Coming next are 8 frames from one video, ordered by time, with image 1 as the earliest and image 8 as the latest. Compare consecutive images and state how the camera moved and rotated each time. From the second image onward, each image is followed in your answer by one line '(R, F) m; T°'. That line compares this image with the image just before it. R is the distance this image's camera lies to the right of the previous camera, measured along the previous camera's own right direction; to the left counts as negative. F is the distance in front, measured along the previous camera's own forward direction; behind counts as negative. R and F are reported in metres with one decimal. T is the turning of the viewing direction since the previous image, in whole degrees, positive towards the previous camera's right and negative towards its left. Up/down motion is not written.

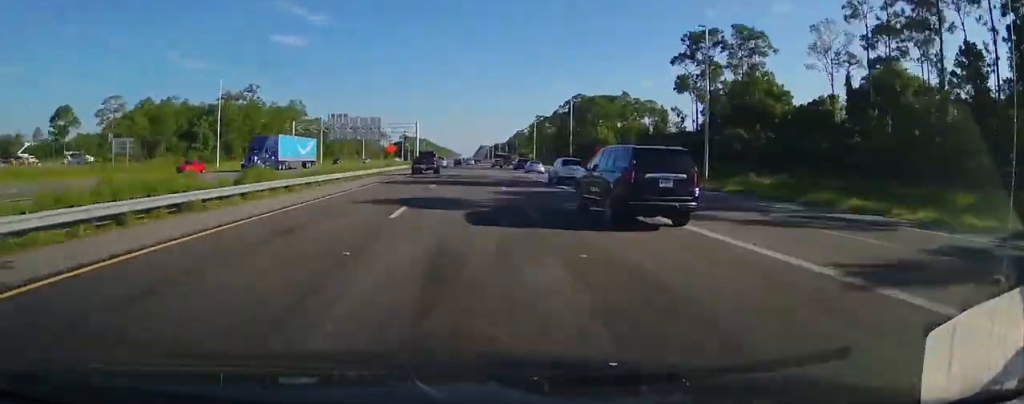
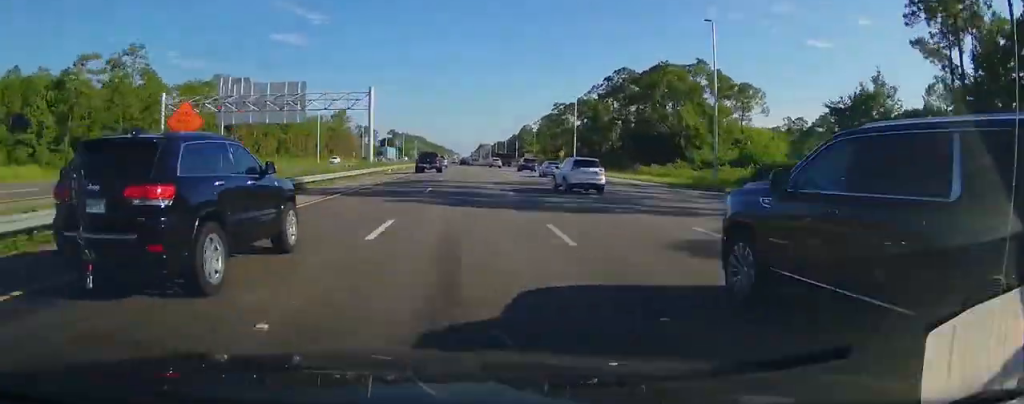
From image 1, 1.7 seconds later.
(+0.5, +59.8) m; 0°
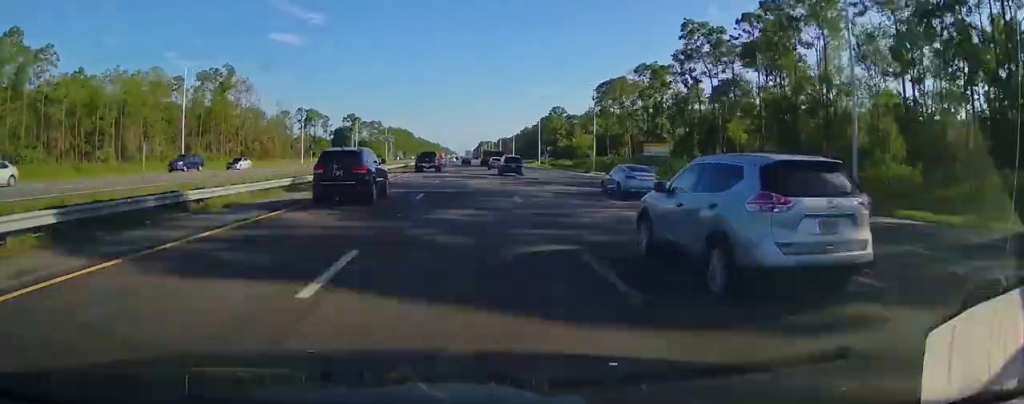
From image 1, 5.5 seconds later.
(-0.8, +128.3) m; 0°
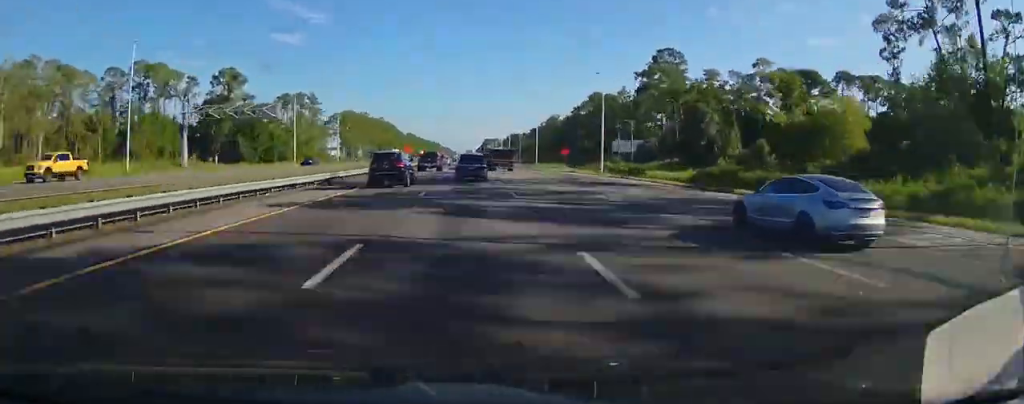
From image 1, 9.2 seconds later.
(+0.3, +127.0) m; 0°
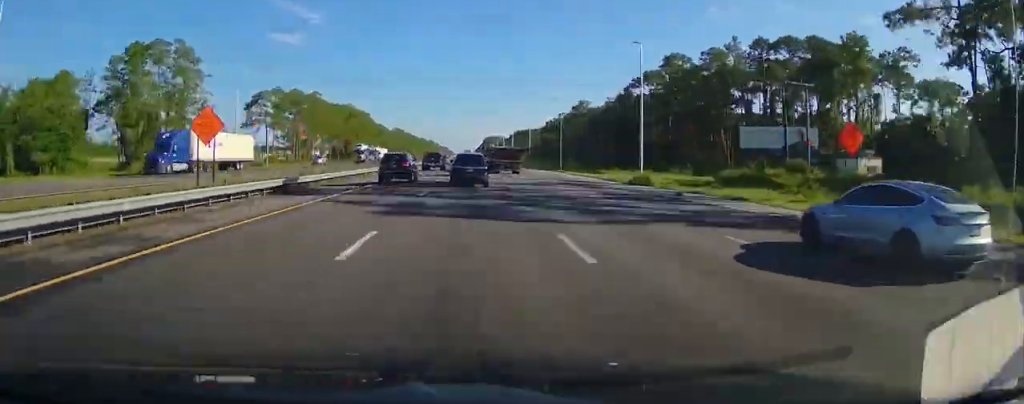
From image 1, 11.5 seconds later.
(0.0, +76.5) m; 0°
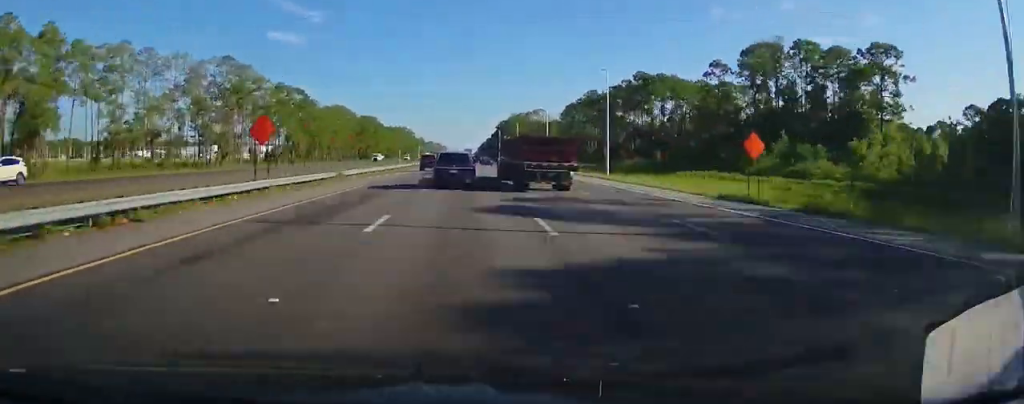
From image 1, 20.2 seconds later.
(-0.5, +288.4) m; 0°
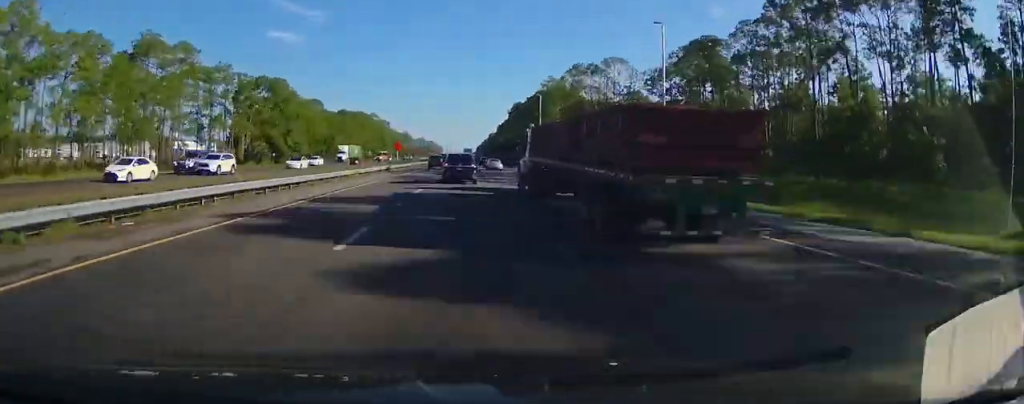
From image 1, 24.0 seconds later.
(-0.3, +127.9) m; 0°
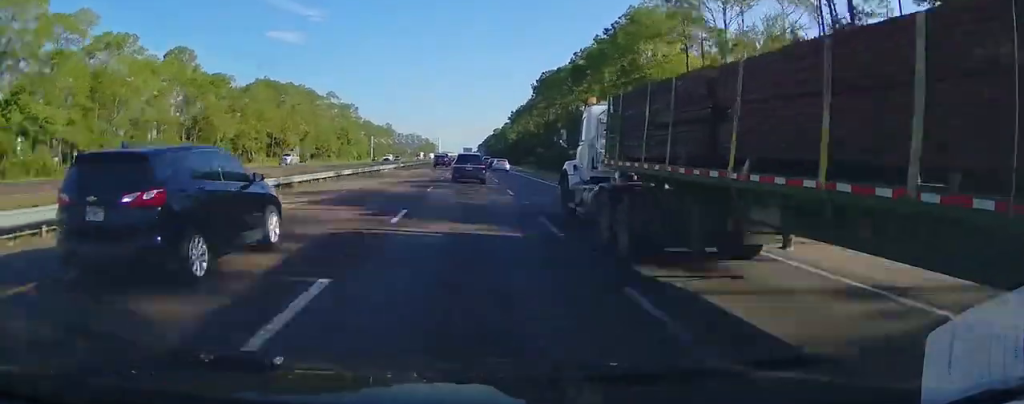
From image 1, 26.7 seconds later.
(0.0, +88.2) m; 0°
